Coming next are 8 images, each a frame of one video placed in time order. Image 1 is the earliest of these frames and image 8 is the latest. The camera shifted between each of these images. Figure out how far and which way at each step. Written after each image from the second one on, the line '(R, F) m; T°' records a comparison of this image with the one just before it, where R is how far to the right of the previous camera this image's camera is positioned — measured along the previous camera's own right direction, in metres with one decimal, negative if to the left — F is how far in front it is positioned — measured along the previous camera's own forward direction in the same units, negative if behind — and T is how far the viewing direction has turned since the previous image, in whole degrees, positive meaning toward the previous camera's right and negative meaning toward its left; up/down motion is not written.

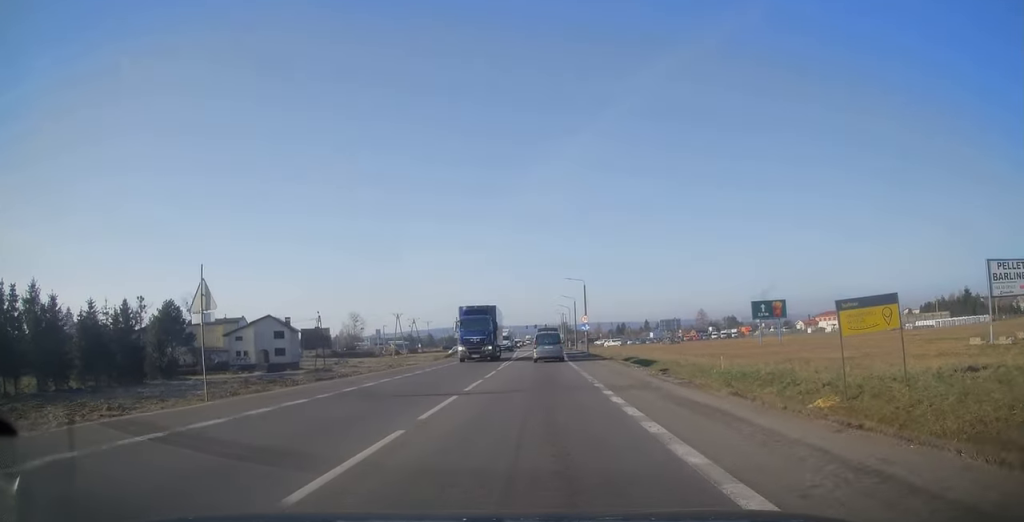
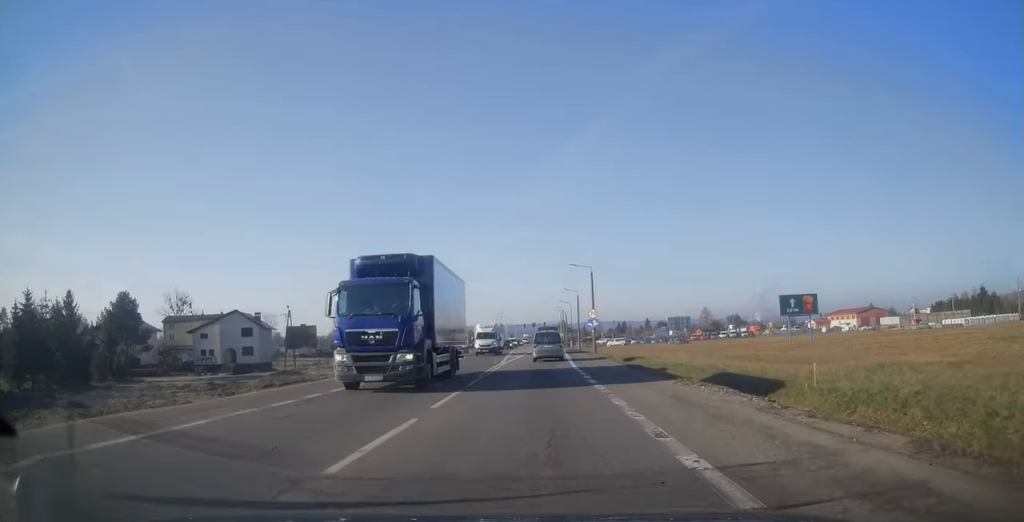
(0.0, +11.0) m; 0°
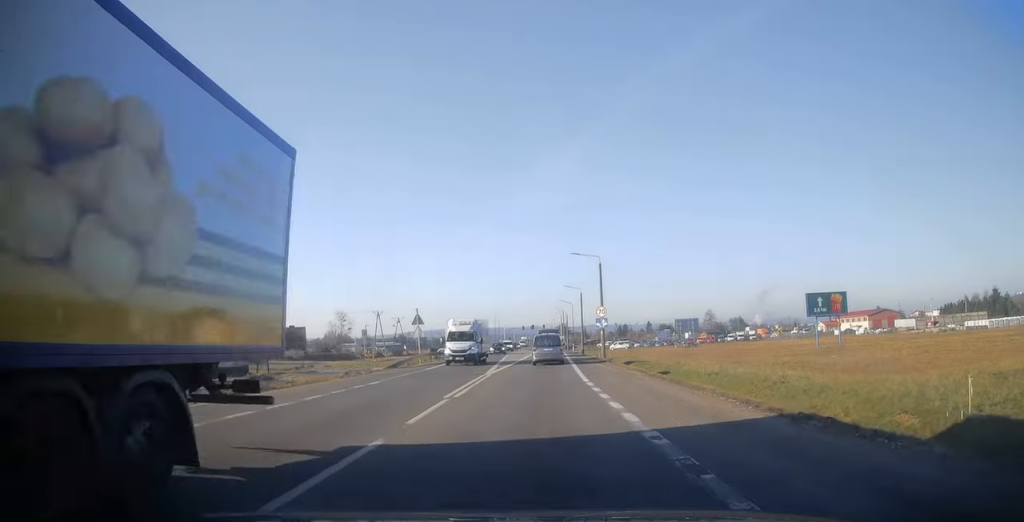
(-0.1, +8.3) m; 0°
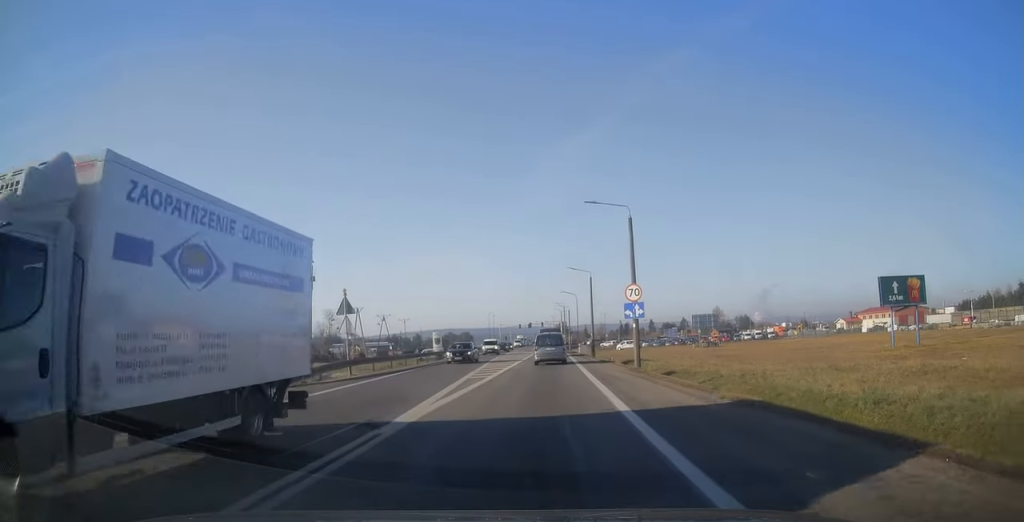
(+0.1, +16.7) m; 0°
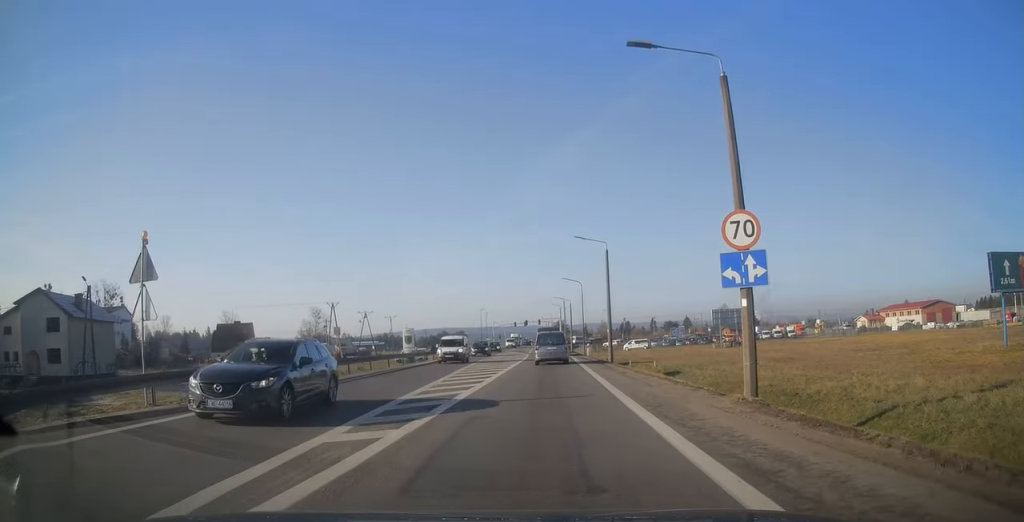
(-0.1, +16.5) m; 0°
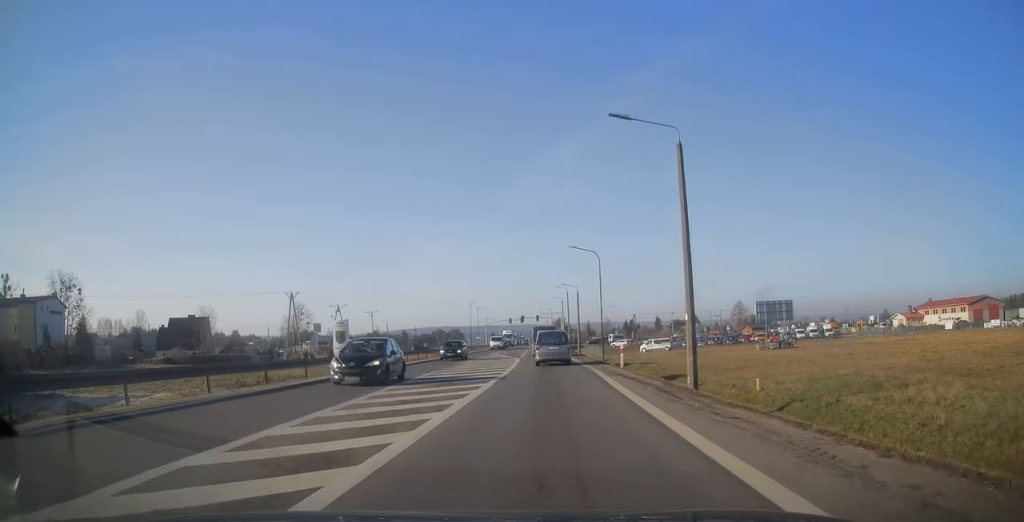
(+0.1, +24.0) m; 0°
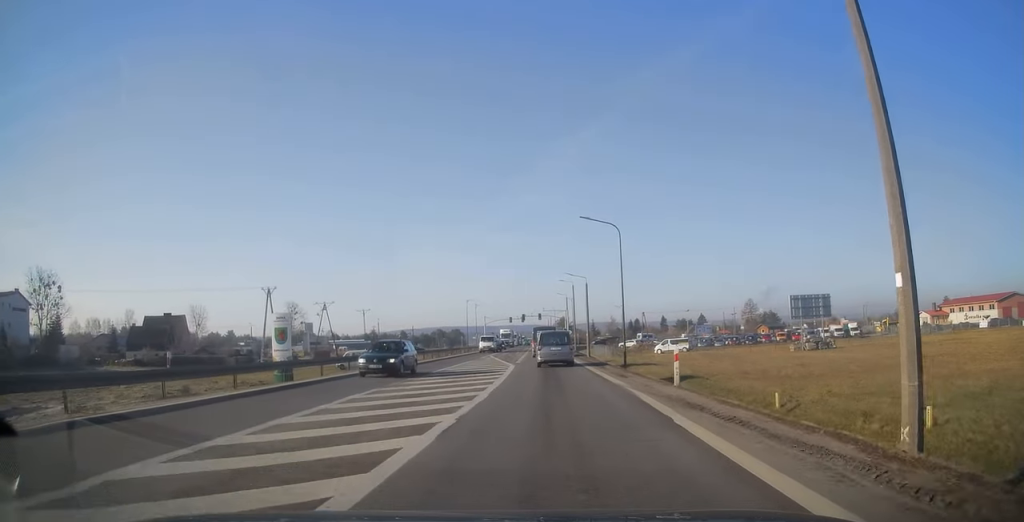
(0.0, +13.2) m; 0°
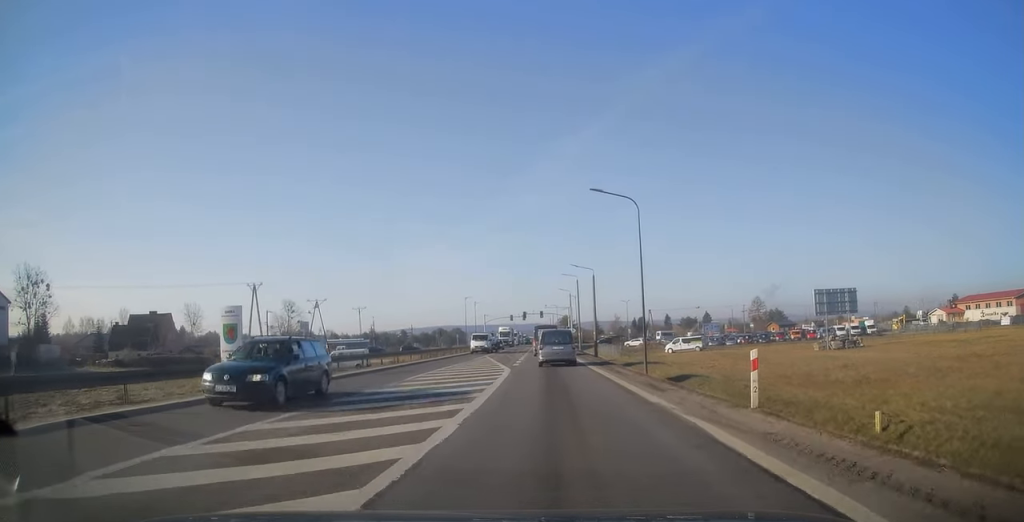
(0.0, +7.7) m; 0°
